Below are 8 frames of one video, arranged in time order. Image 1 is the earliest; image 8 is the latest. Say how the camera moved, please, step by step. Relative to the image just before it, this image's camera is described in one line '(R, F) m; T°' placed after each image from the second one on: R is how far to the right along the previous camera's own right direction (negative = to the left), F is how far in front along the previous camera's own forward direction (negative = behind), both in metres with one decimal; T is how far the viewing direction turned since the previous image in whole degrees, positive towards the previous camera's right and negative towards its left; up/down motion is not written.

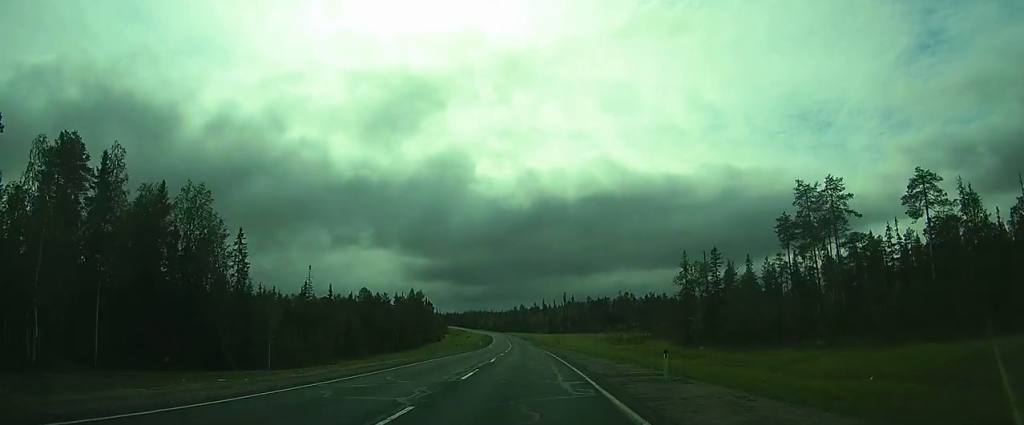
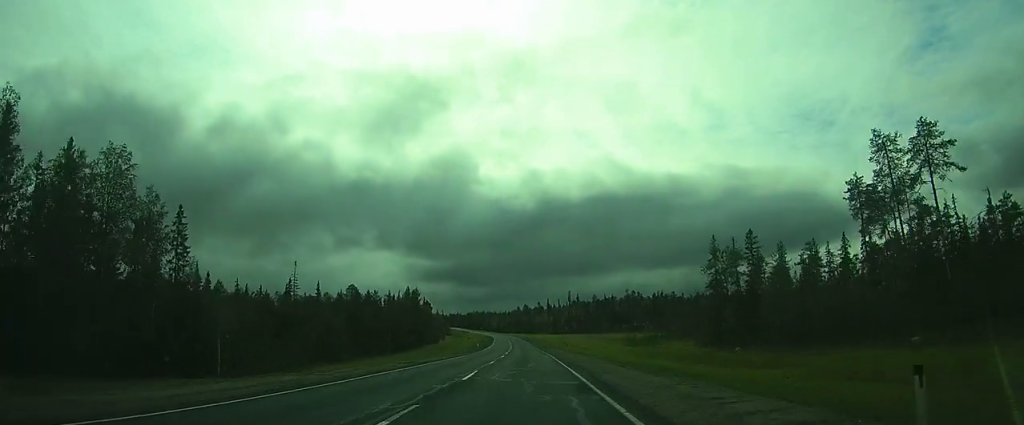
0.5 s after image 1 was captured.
(0.0, +11.1) m; 0°
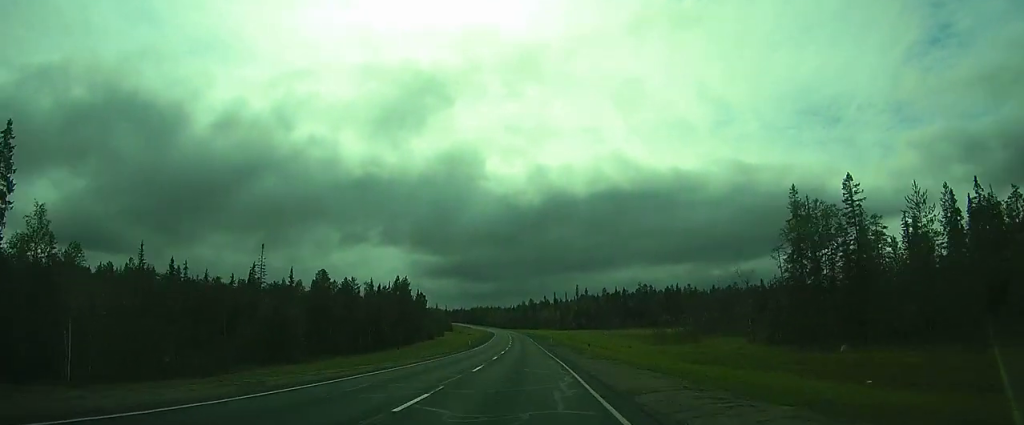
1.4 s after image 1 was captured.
(0.0, +19.3) m; 0°
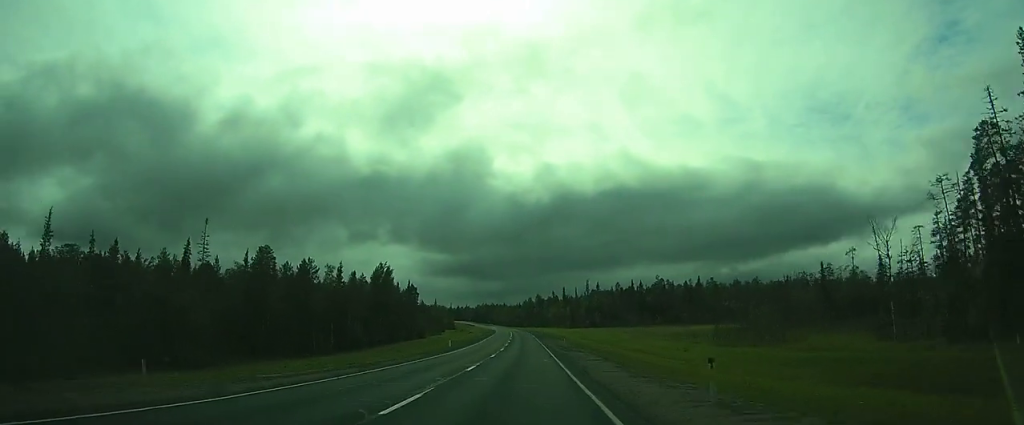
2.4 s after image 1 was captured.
(-0.1, +23.7) m; 0°
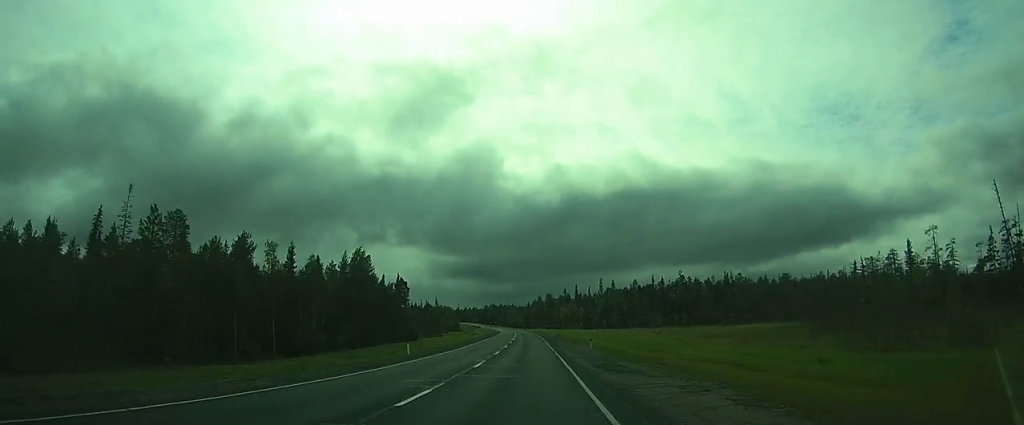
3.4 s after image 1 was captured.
(0.0, +22.1) m; 0°
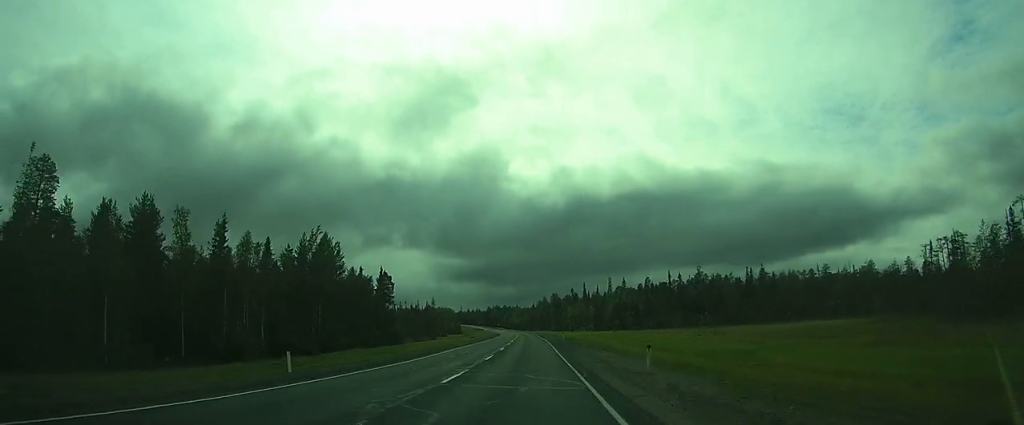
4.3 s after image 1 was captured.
(-0.1, +18.4) m; 0°
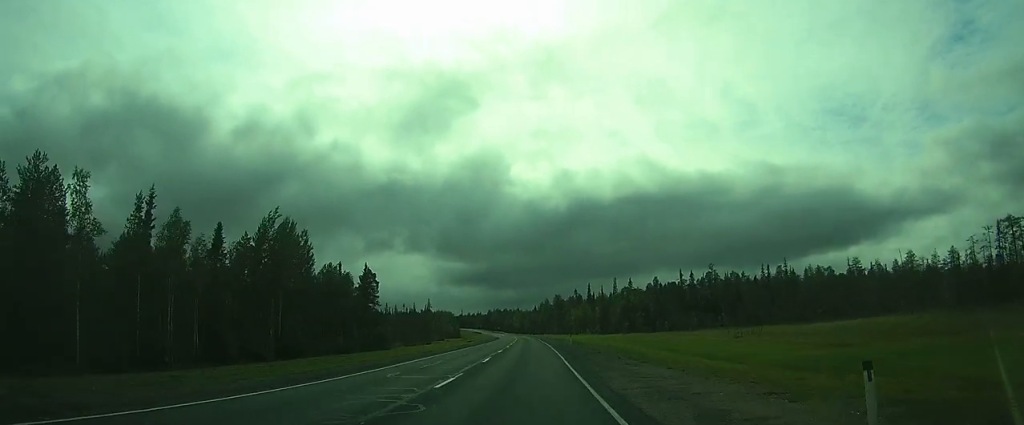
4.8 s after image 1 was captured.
(0.0, +12.5) m; 0°
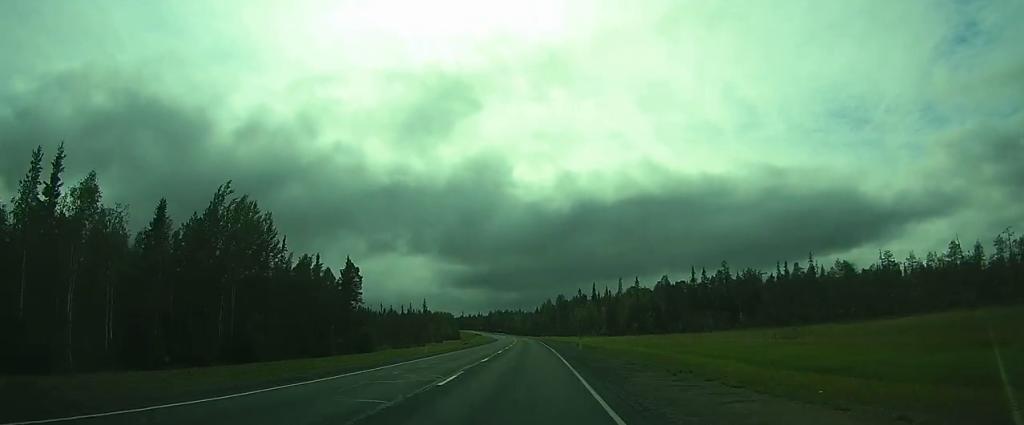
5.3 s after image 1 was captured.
(0.0, +11.0) m; -1°
